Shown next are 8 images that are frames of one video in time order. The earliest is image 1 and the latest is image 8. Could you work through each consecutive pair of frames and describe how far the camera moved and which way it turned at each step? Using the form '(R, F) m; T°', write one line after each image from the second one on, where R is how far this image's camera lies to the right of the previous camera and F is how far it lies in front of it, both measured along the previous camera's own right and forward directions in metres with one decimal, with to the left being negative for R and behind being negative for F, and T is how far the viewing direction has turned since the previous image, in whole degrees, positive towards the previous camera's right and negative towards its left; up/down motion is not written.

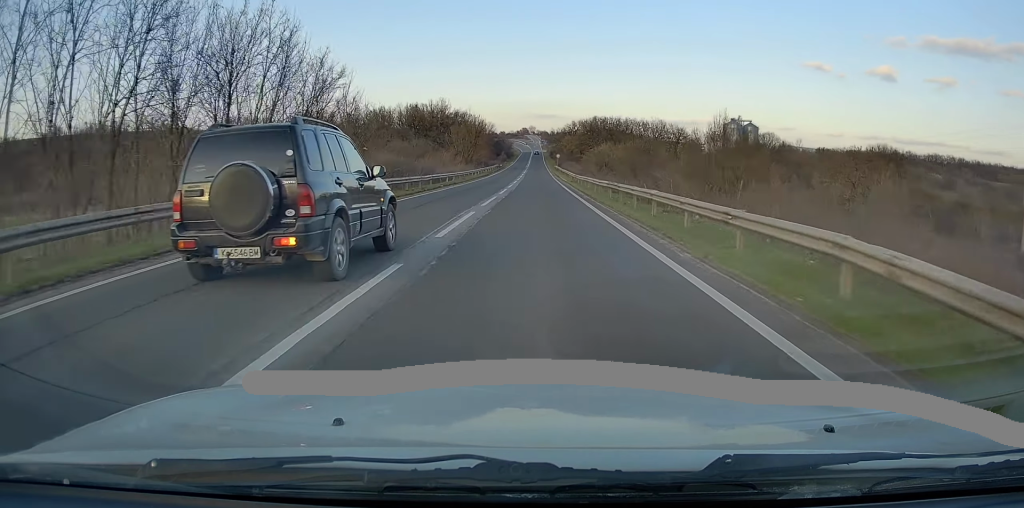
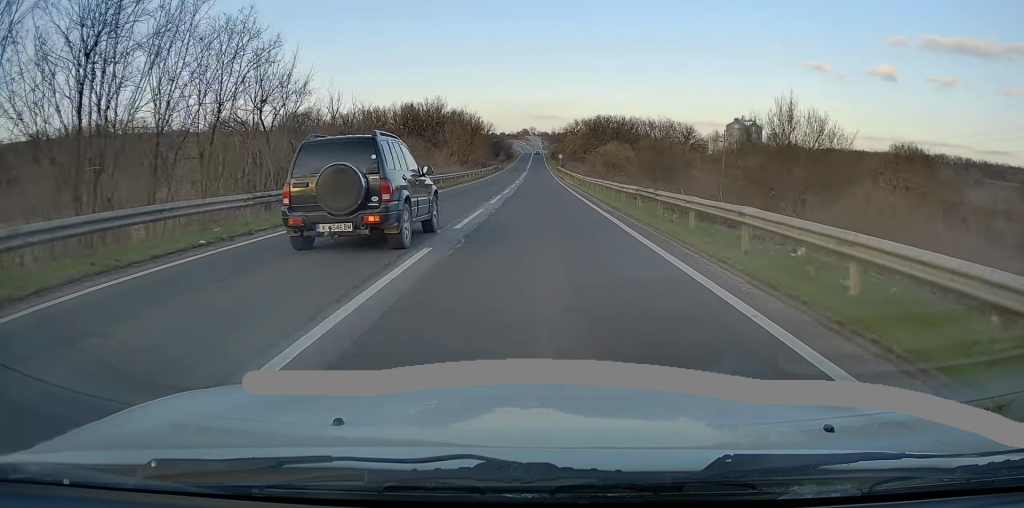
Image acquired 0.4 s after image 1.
(+0.1, +7.6) m; 0°
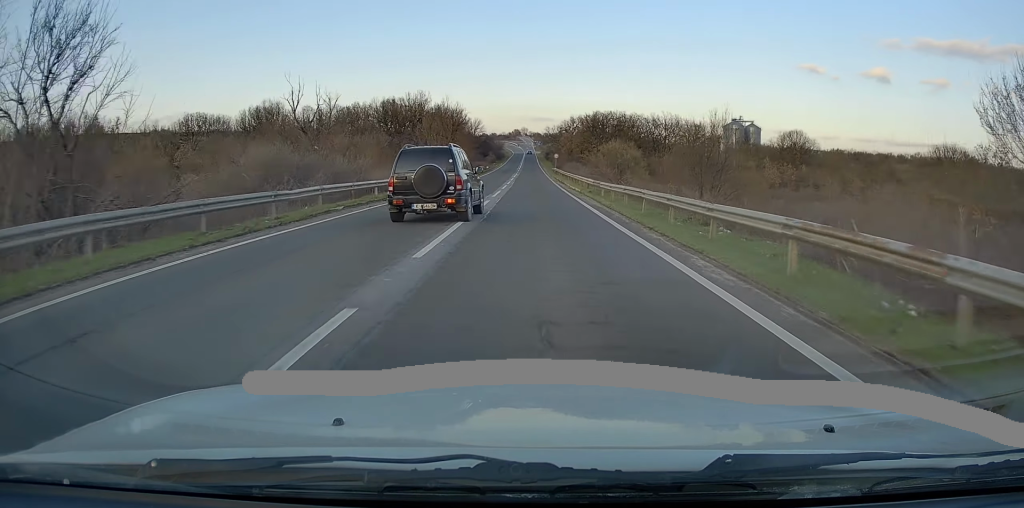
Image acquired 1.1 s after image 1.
(+0.1, +13.3) m; +1°
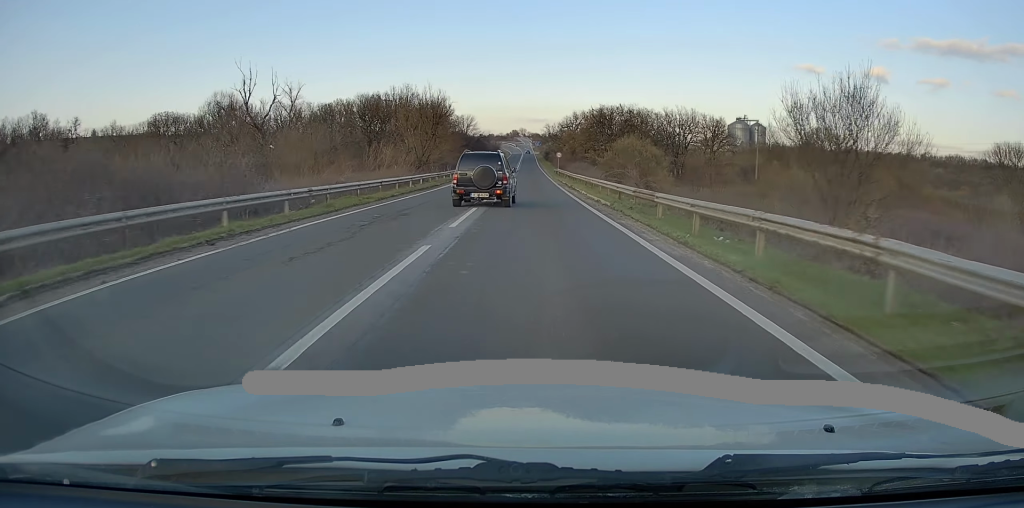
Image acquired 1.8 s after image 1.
(0.0, +14.0) m; 0°
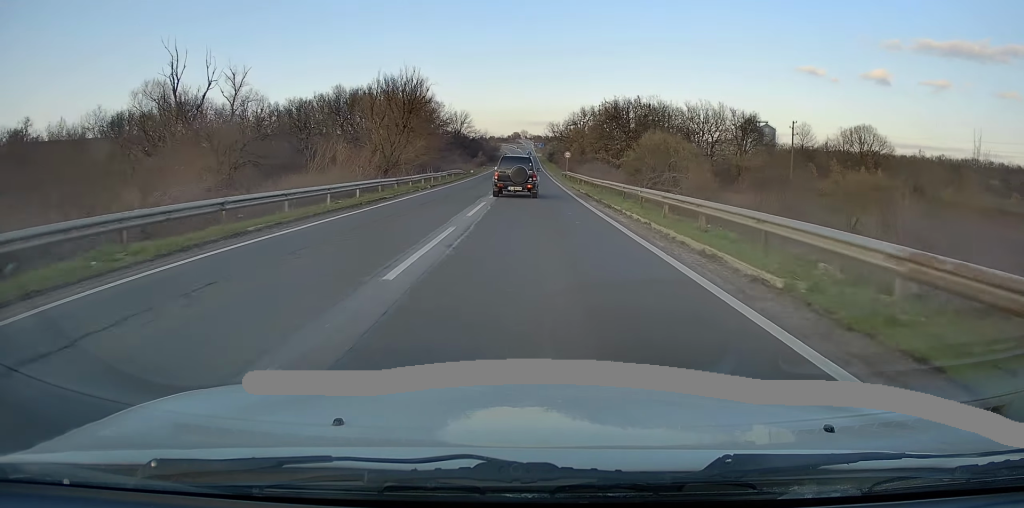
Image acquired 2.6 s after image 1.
(+0.1, +15.3) m; 0°
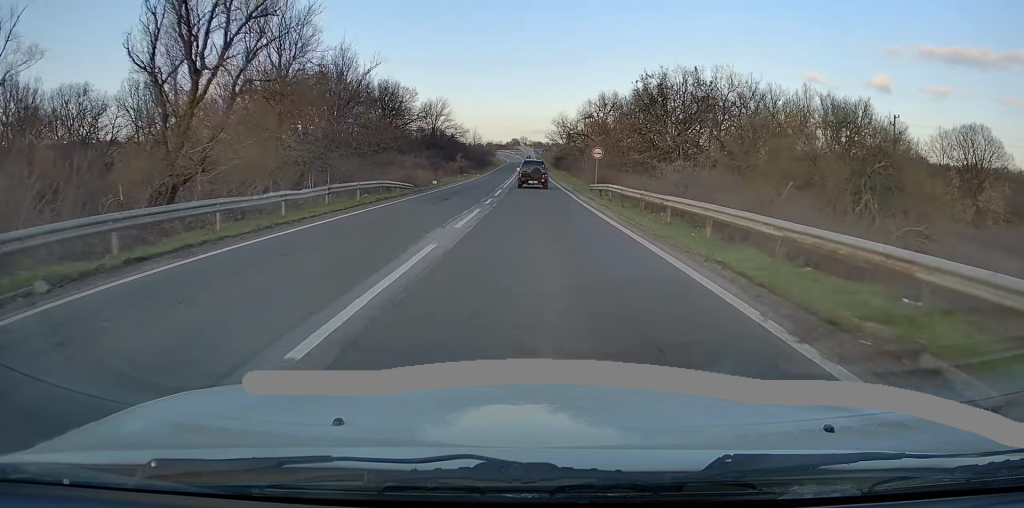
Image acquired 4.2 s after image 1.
(-0.3, +30.6) m; 0°
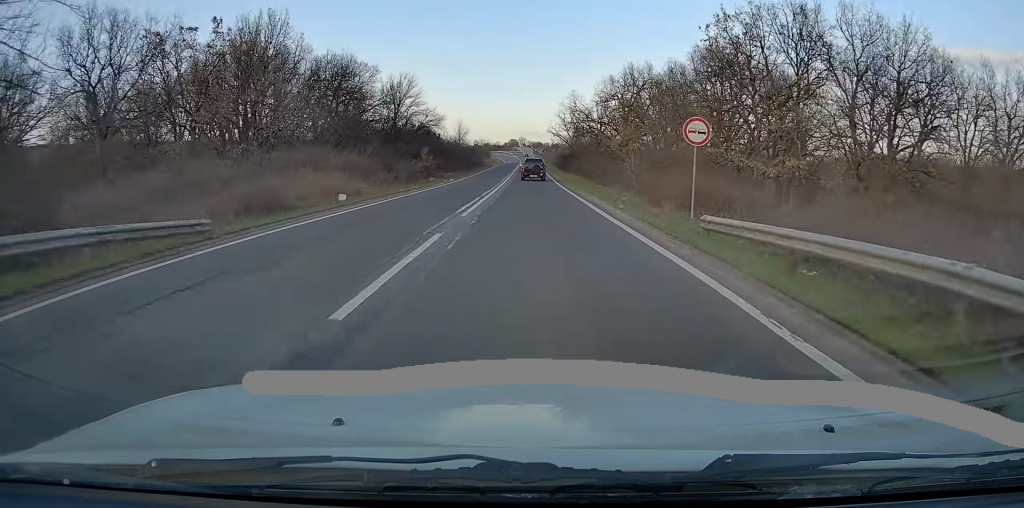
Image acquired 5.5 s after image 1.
(+0.1, +23.6) m; +1°
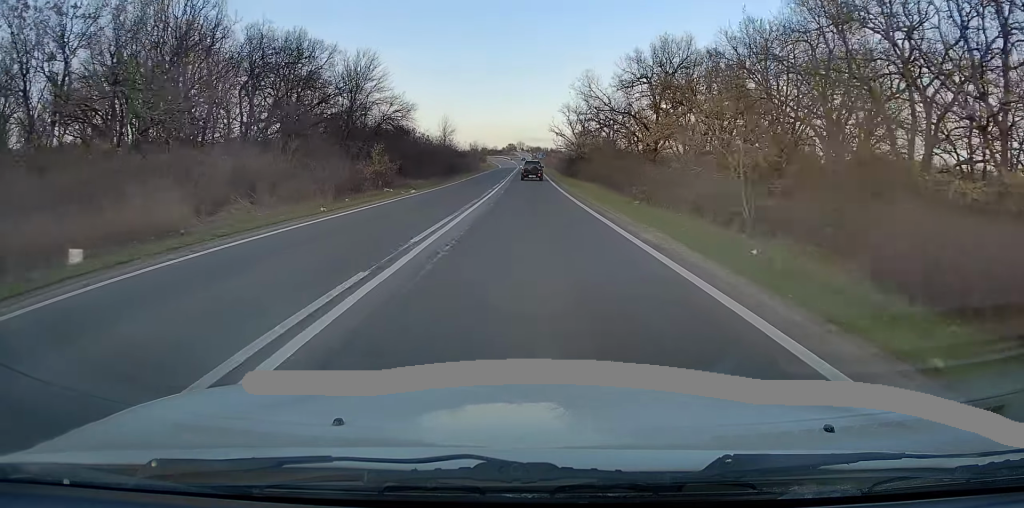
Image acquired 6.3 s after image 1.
(0.0, +15.3) m; 0°
